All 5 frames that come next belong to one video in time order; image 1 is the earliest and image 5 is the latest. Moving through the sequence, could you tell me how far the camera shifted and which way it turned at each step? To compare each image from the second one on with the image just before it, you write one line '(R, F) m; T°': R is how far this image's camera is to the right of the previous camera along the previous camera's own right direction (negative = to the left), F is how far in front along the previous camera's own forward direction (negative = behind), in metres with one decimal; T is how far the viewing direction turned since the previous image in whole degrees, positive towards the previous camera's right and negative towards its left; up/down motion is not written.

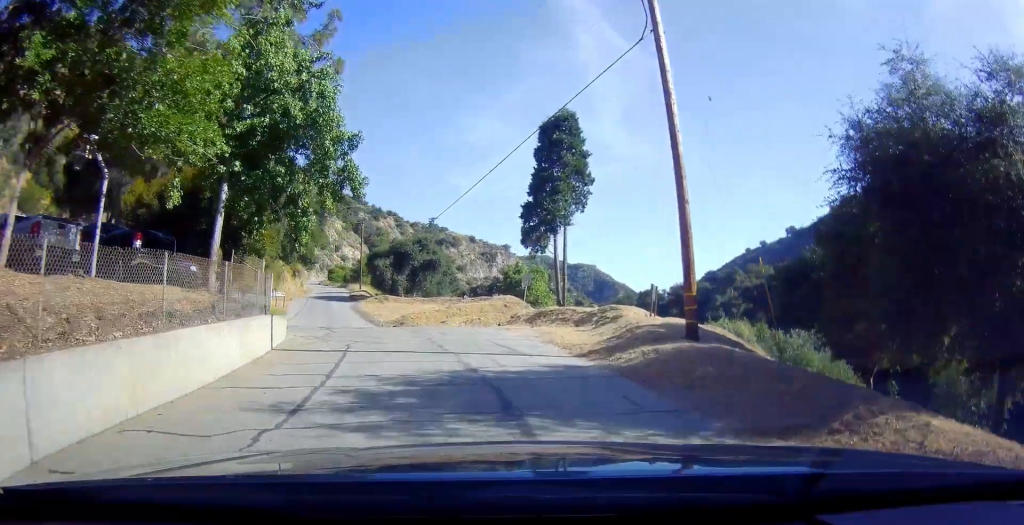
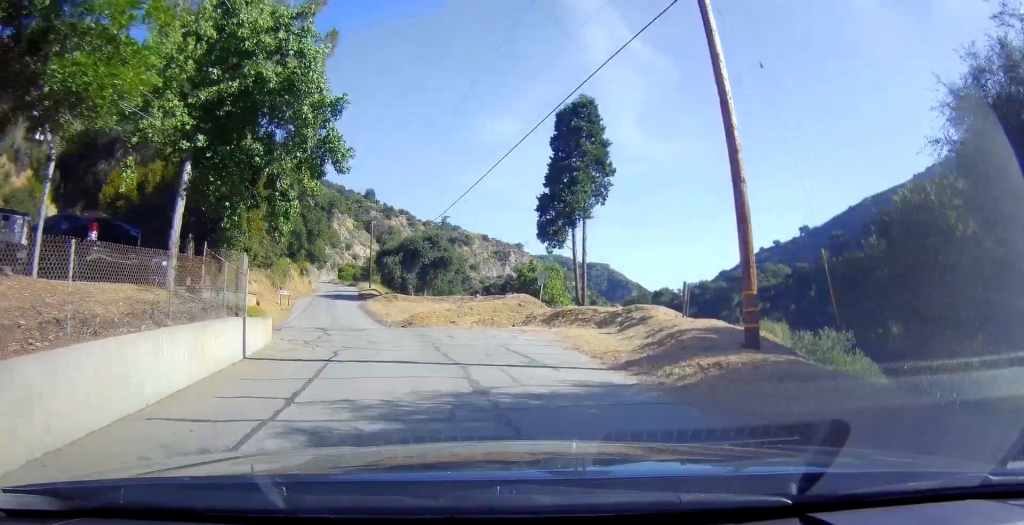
(+0.1, +2.8) m; -1°
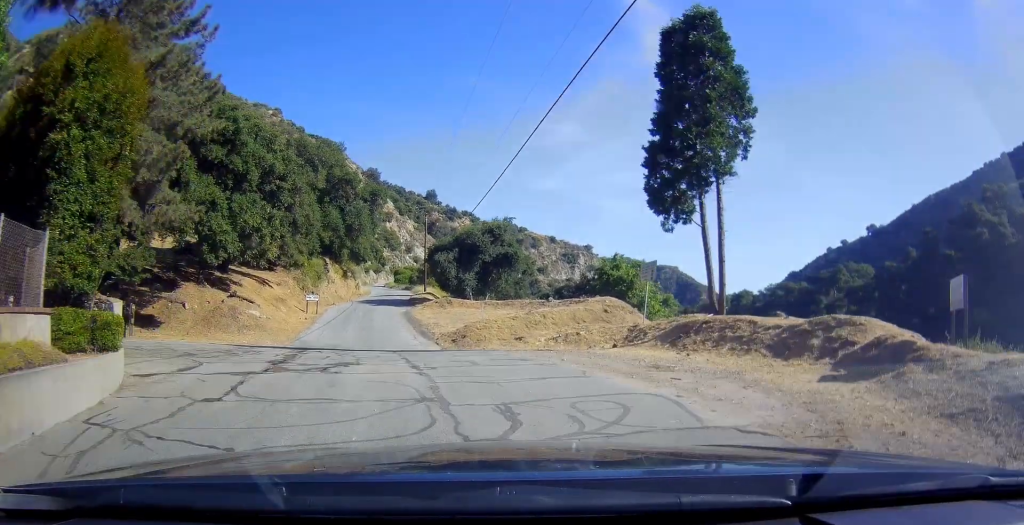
(+0.6, +13.0) m; +4°
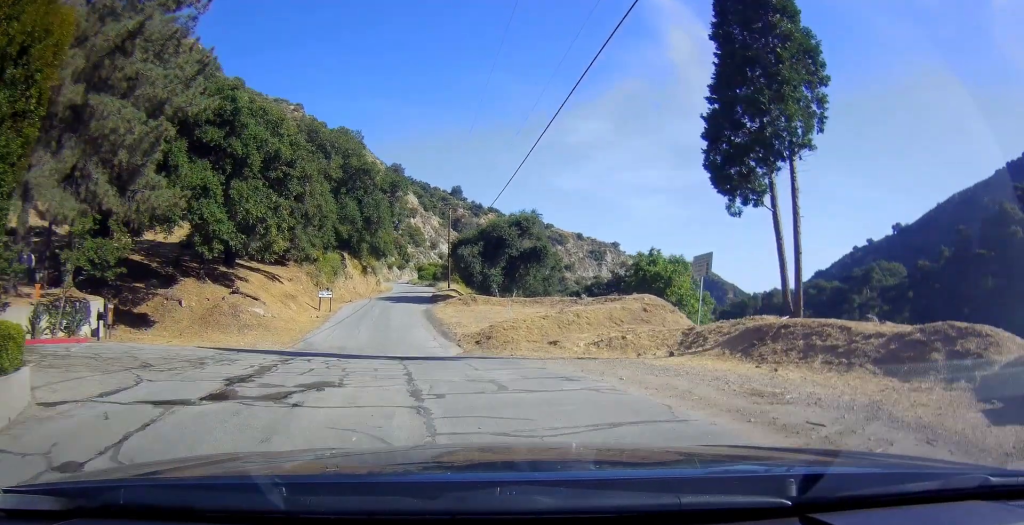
(-0.1, +3.9) m; -7°
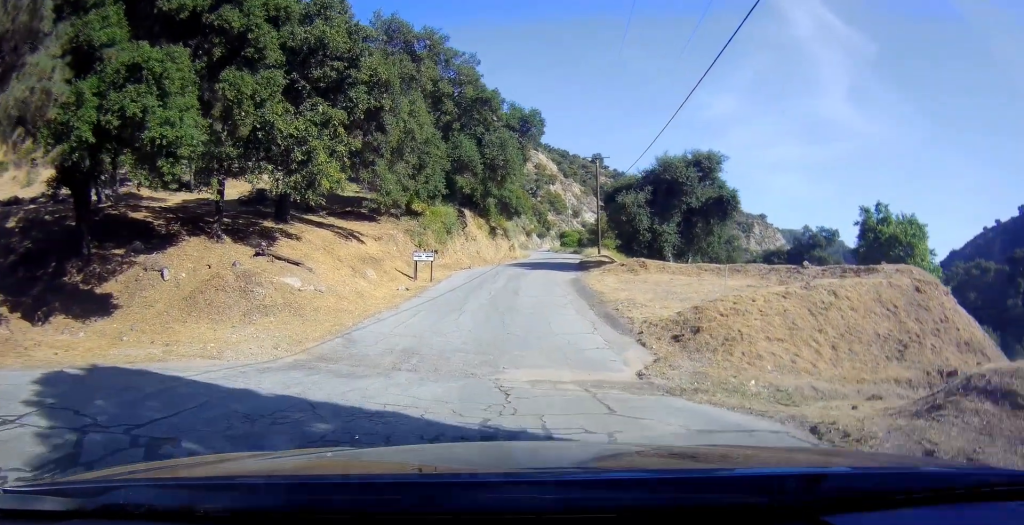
(-4.7, +15.6) m; -19°
